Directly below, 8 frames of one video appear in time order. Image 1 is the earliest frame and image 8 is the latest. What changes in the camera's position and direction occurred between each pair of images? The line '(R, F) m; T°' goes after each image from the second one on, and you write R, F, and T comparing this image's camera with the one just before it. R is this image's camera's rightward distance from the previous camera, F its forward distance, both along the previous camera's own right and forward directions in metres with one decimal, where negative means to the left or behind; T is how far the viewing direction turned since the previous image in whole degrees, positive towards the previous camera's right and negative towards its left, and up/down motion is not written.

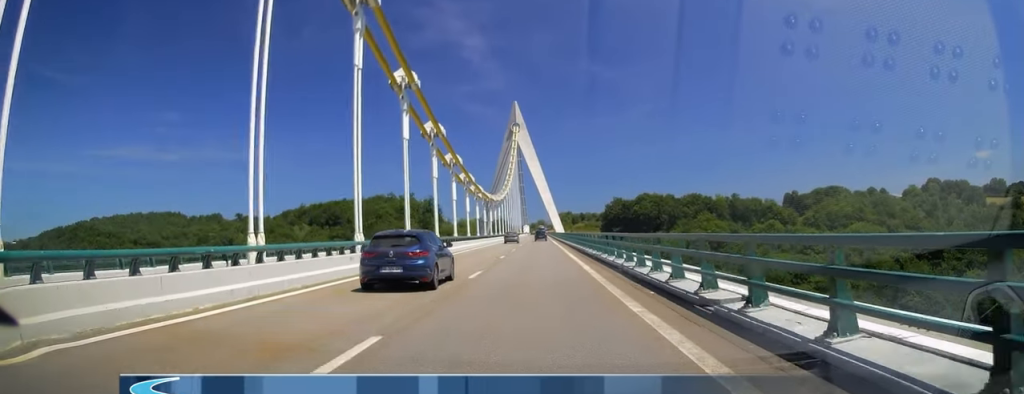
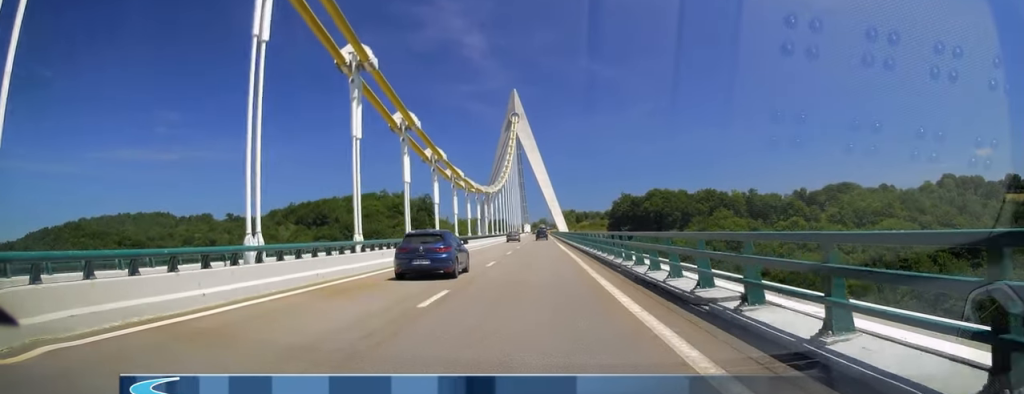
(0.0, +20.1) m; 0°
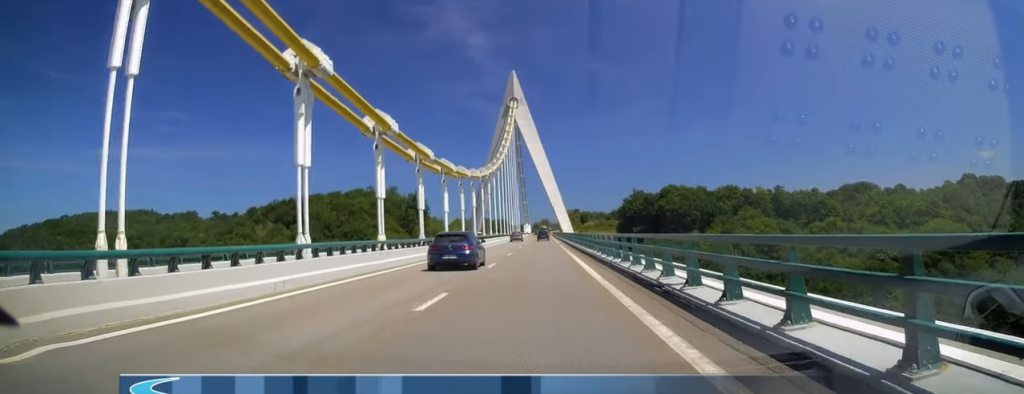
(0.0, +26.4) m; 0°
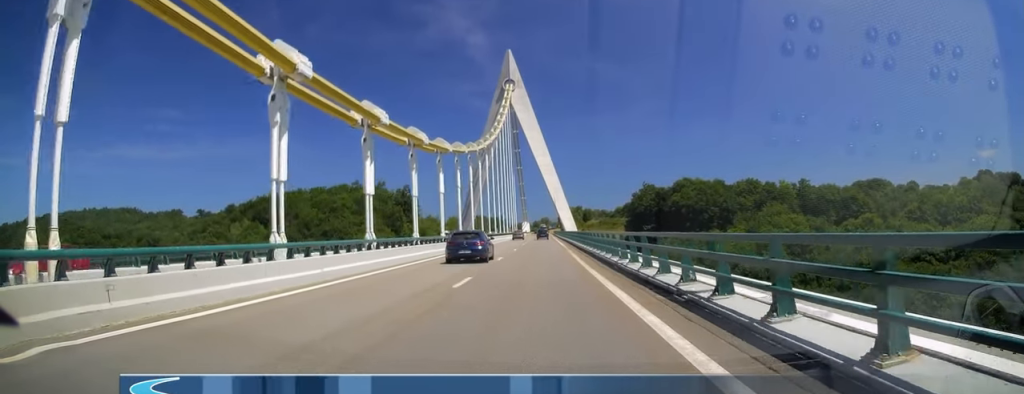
(0.0, +22.0) m; 0°
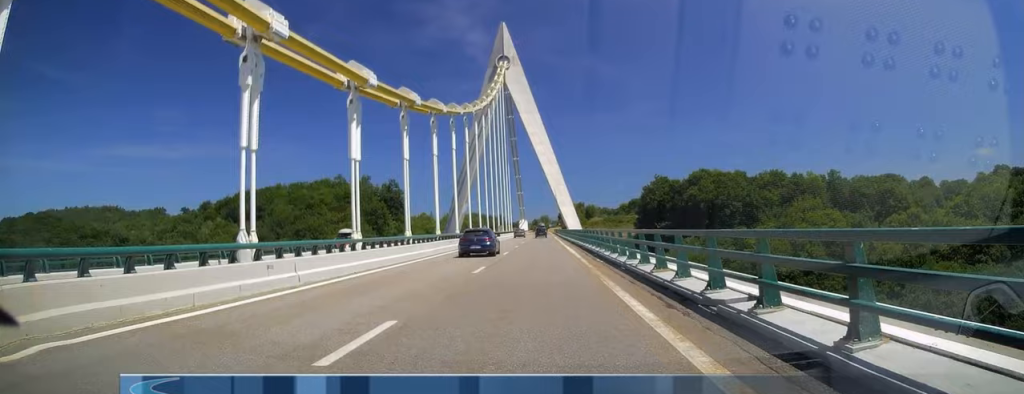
(0.0, +22.0) m; 0°
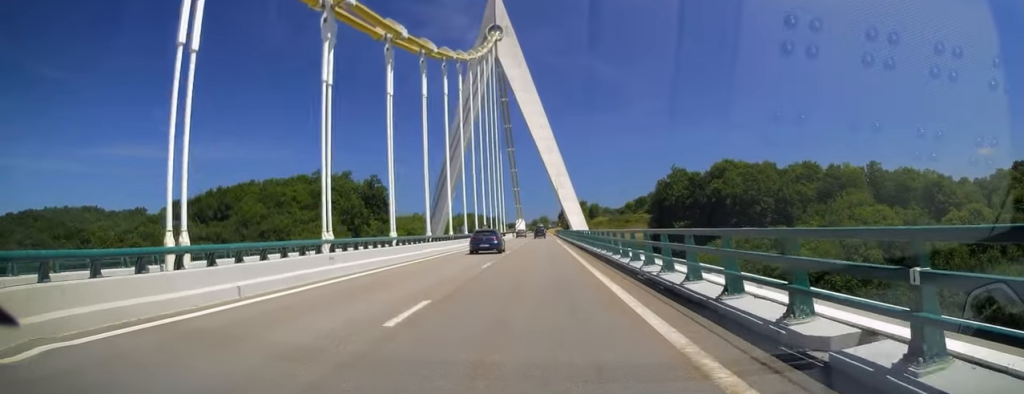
(0.0, +23.5) m; 0°
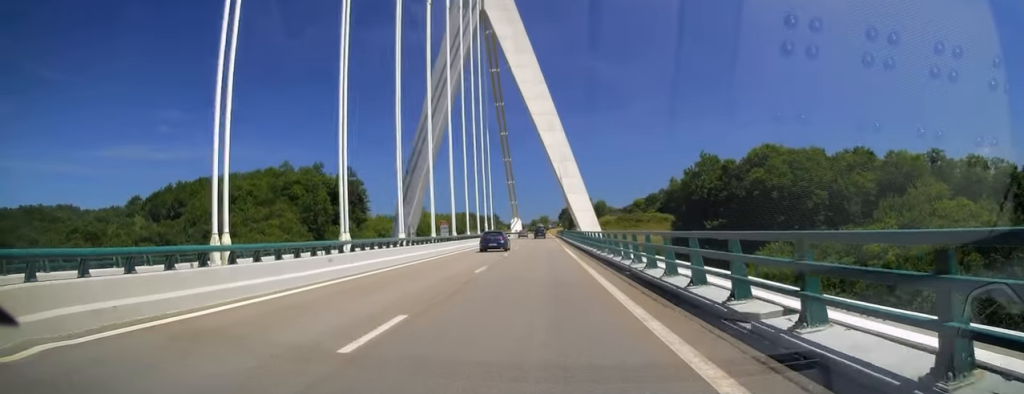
(0.0, +27.9) m; 0°
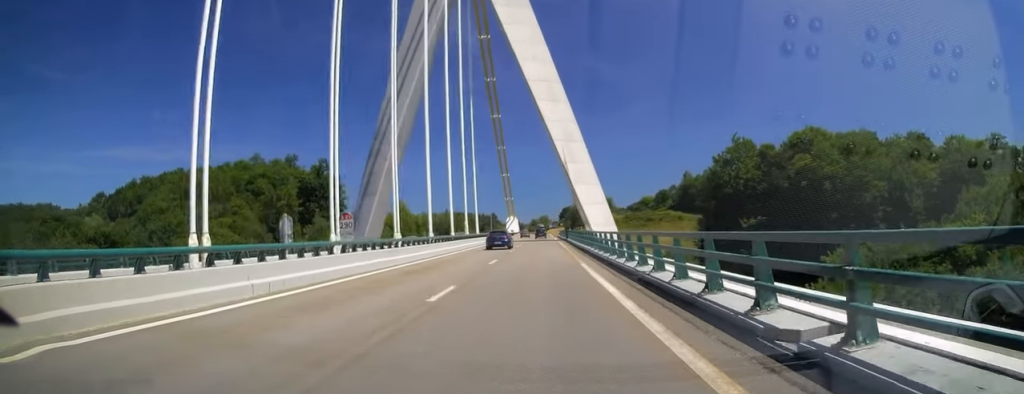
(0.0, +21.0) m; 0°
